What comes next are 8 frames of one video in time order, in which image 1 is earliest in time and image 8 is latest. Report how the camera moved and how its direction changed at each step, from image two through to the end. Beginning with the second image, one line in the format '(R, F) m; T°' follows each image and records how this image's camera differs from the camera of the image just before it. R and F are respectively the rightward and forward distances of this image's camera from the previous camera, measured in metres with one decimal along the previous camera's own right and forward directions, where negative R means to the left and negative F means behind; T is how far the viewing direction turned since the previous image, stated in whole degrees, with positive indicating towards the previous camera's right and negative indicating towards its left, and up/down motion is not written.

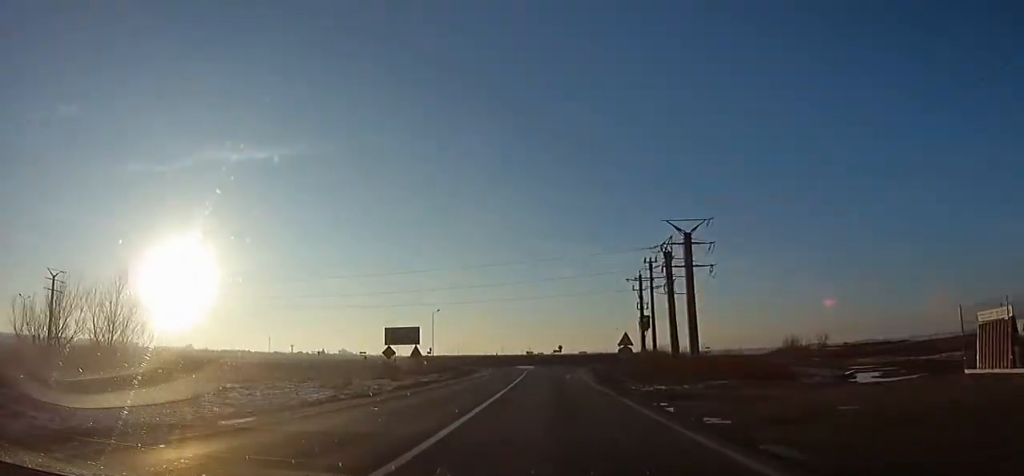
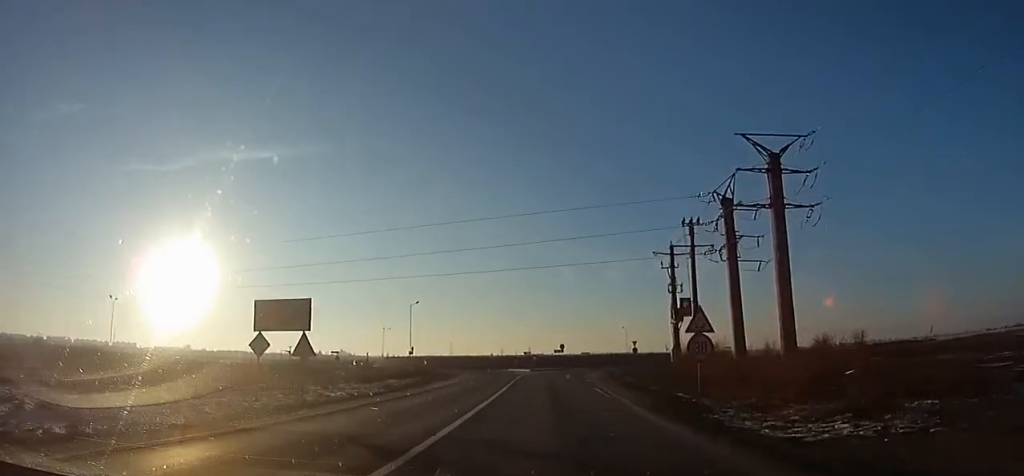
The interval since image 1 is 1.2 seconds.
(-0.2, +13.1) m; +1°
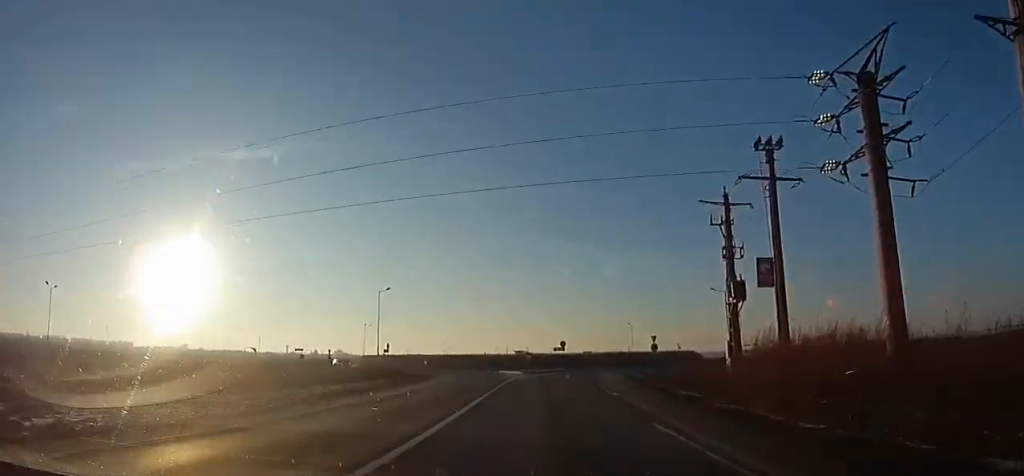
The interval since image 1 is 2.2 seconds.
(+0.6, +12.2) m; +2°
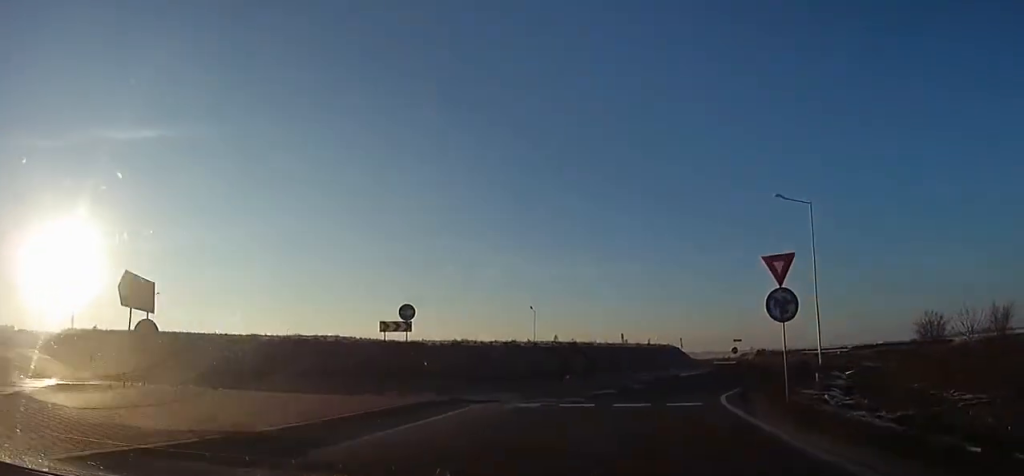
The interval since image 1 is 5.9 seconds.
(+3.8, +39.2) m; +17°
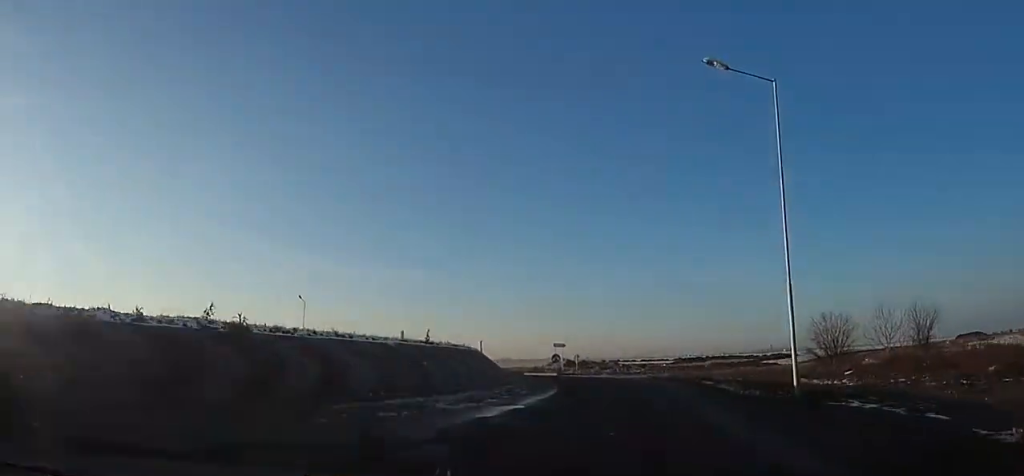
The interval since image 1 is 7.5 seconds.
(+1.7, +15.8) m; +9°
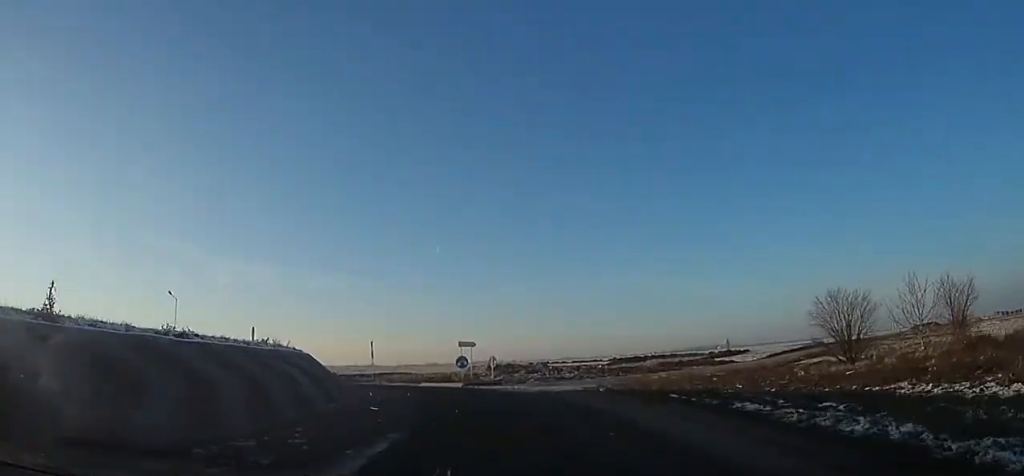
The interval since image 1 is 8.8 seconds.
(+1.2, +12.5) m; +4°
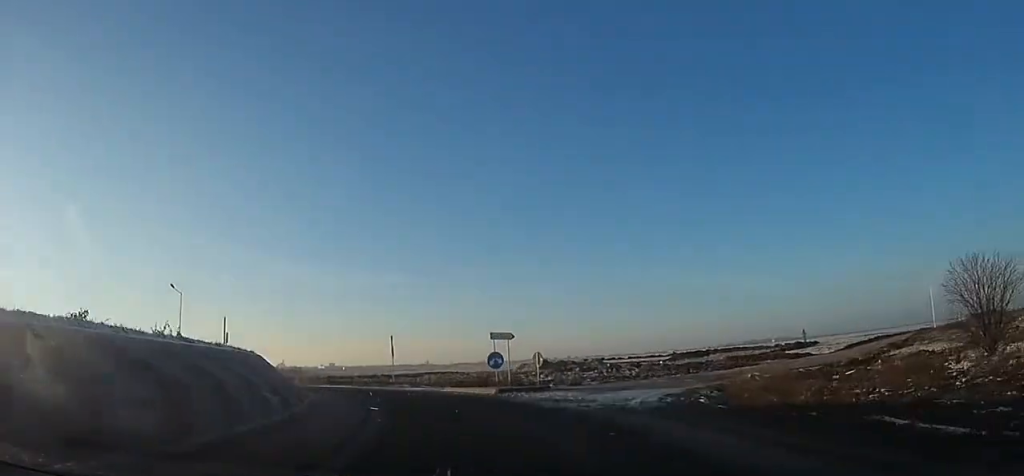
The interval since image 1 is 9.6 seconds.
(-0.2, +8.1) m; -6°
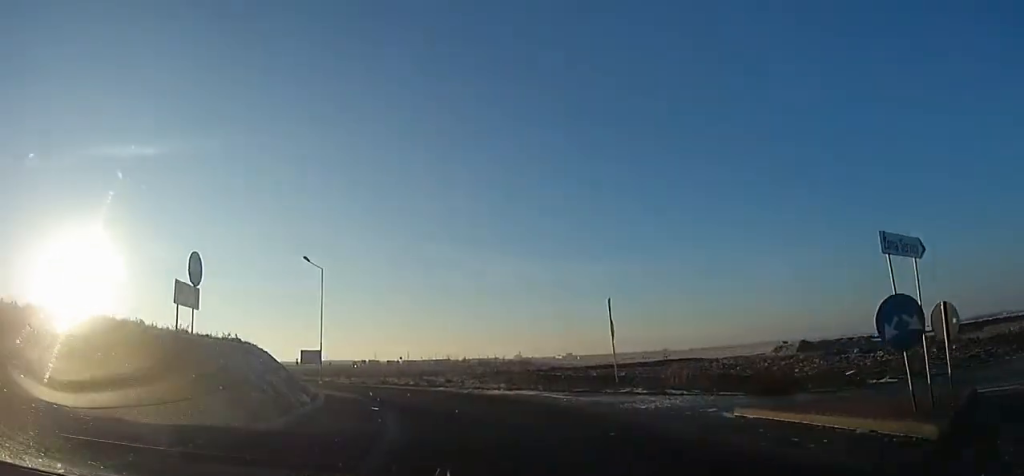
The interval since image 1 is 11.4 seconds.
(-1.4, +16.1) m; -18°
